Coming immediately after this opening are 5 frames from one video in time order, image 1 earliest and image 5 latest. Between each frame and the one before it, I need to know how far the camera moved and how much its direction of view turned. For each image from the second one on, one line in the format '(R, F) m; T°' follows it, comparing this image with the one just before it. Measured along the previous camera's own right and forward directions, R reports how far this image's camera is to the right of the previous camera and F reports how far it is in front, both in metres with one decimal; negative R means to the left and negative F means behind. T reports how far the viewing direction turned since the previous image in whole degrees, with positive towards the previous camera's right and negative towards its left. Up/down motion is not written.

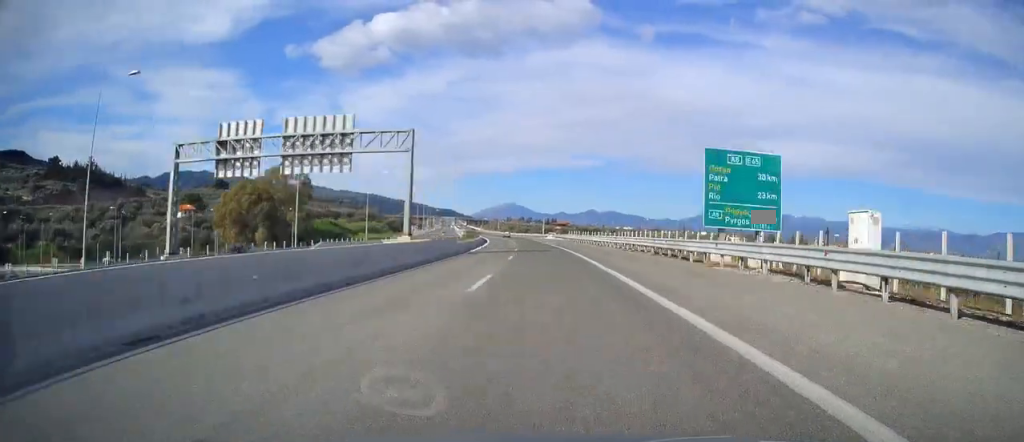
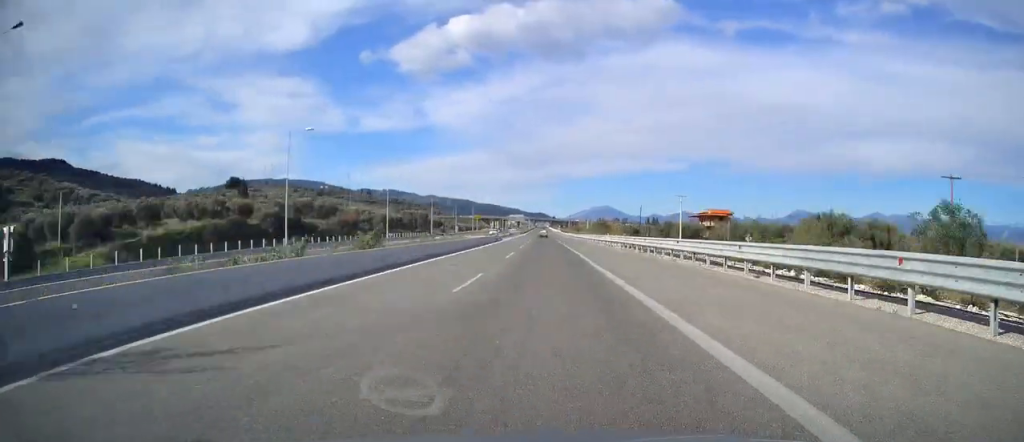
(-11.1, +208.4) m; -4°
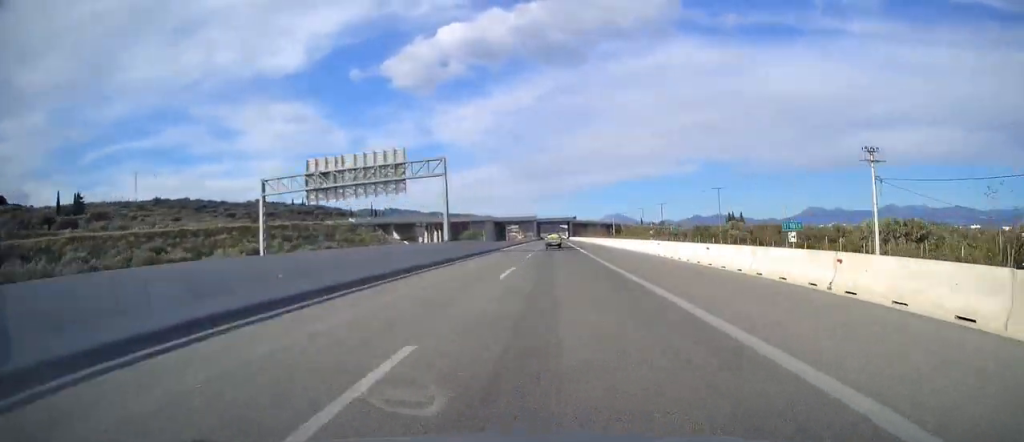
(-6.4, +276.1) m; -1°
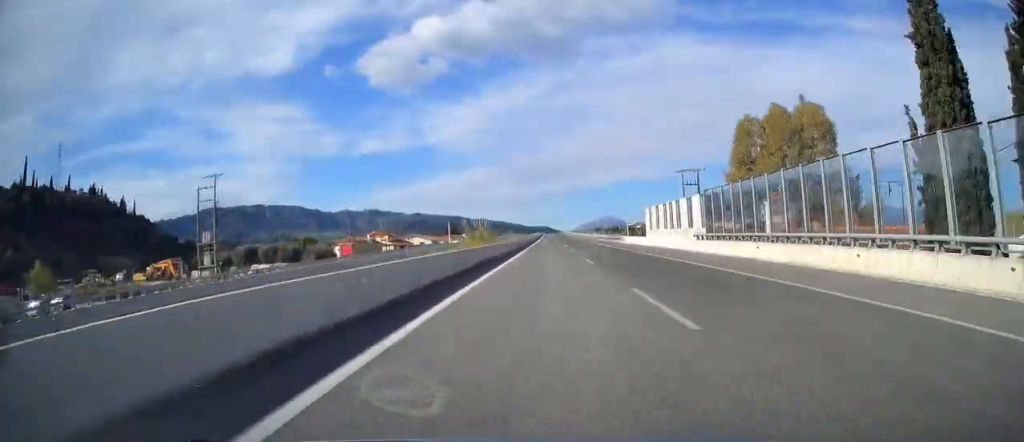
(+2.8, +349.7) m; +1°
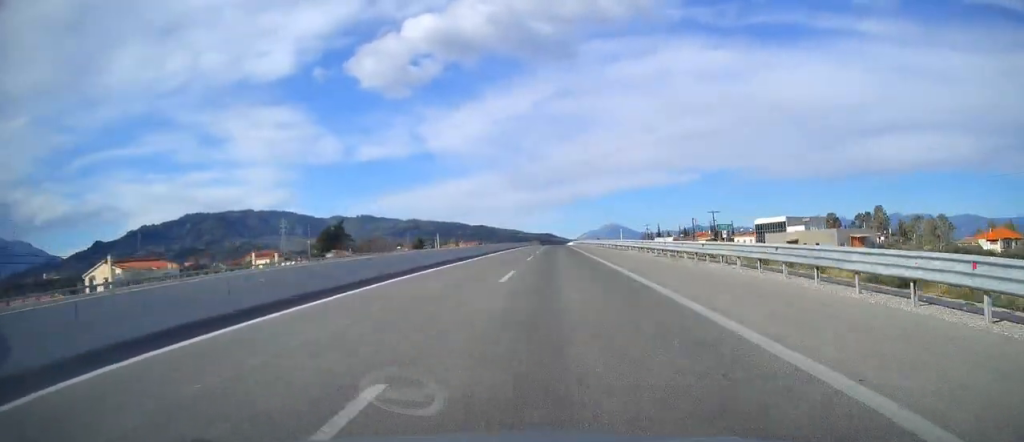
(+0.3, +315.4) m; 0°
